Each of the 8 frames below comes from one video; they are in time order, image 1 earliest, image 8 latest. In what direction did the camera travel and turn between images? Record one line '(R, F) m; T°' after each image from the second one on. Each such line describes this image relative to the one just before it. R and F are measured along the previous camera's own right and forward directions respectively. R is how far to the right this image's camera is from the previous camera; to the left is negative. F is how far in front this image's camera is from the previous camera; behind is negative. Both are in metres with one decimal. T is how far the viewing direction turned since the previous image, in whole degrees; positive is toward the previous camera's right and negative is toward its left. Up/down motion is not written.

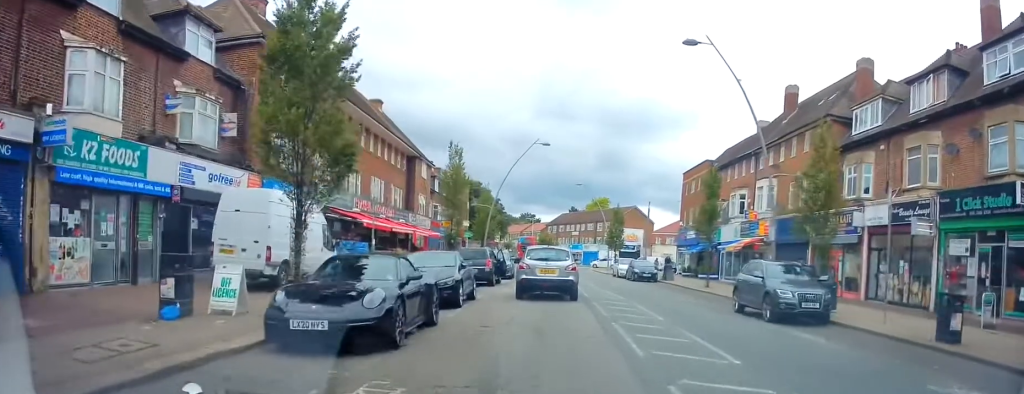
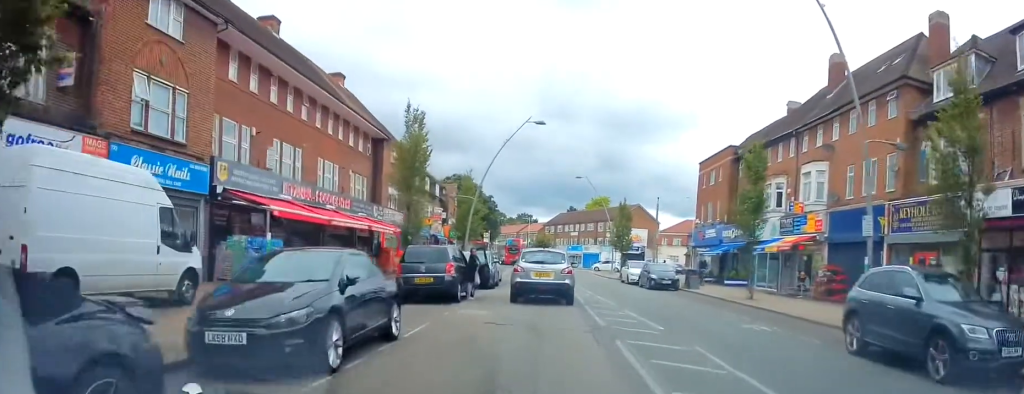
(0.0, +7.8) m; -1°
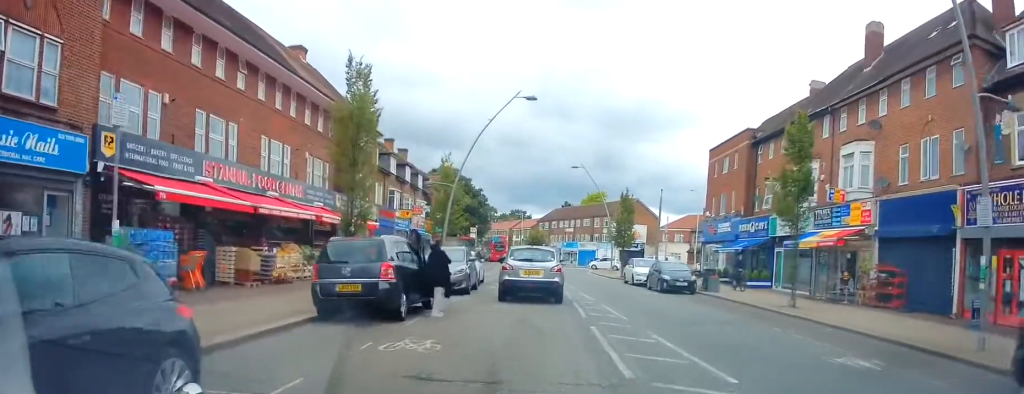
(0.0, +5.3) m; 0°
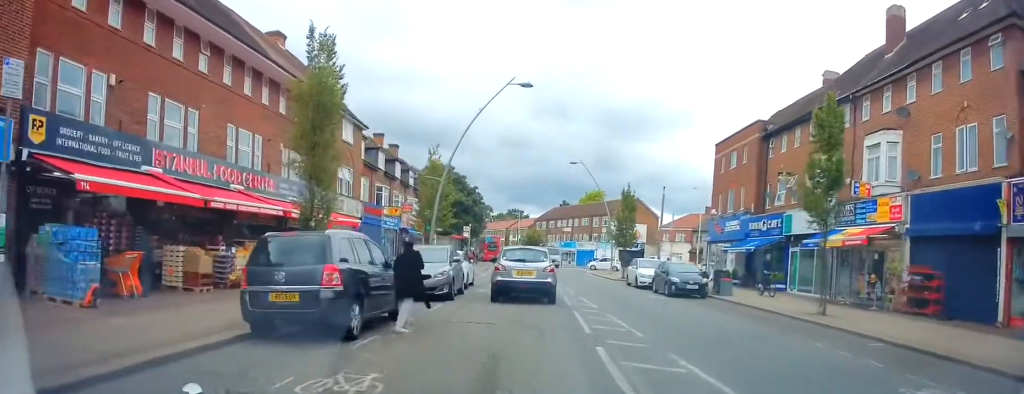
(0.0, +2.5) m; 0°
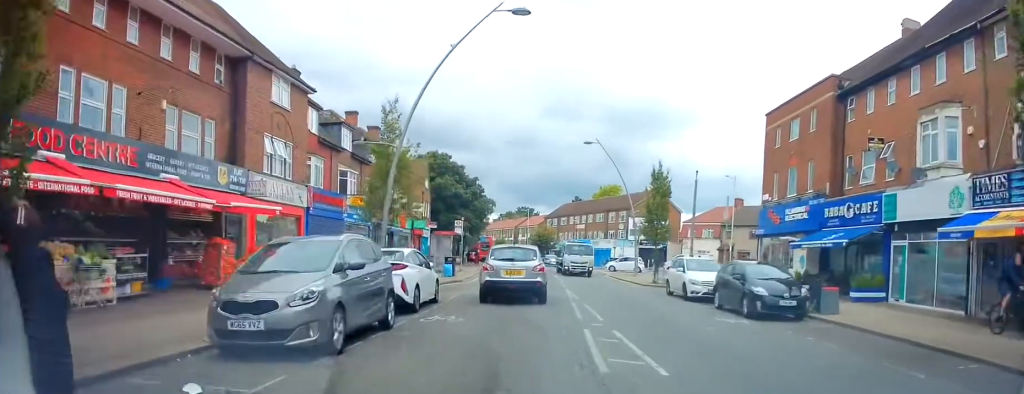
(0.0, +9.3) m; -3°
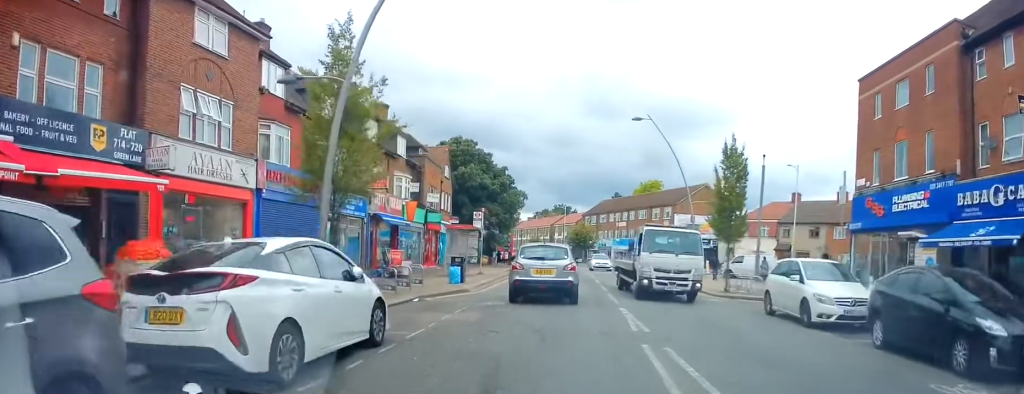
(-0.5, +7.8) m; -3°
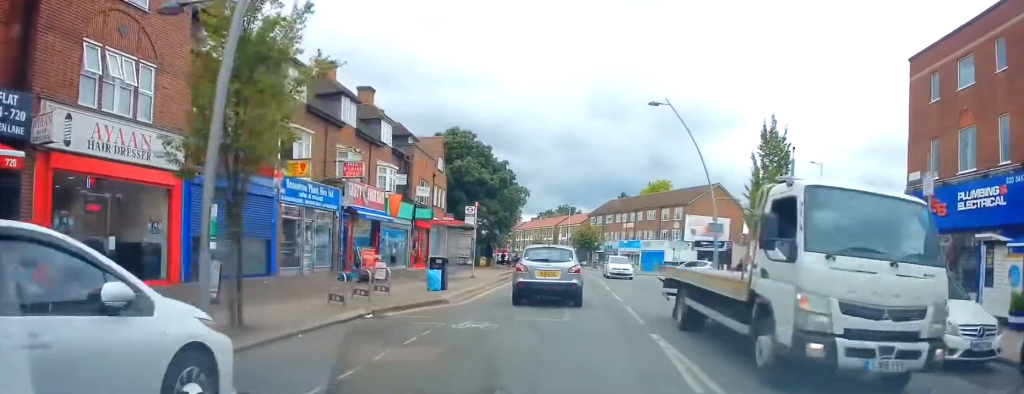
(+0.2, +4.5) m; +3°
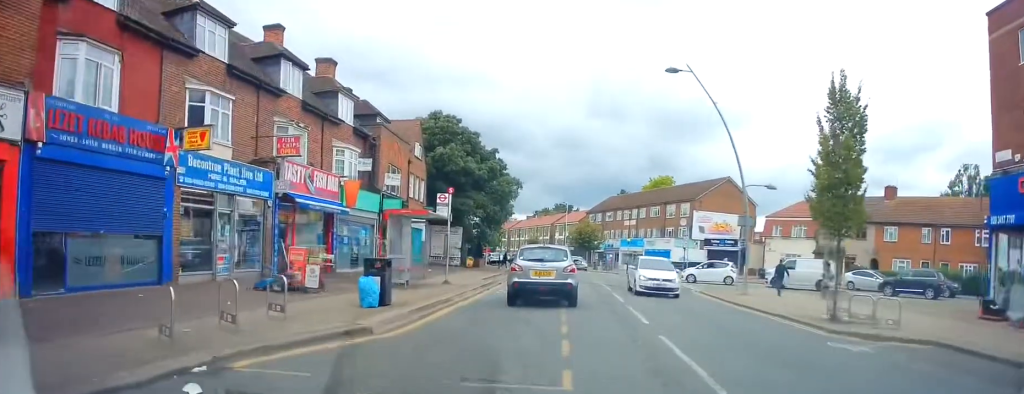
(+0.2, +6.0) m; 0°
